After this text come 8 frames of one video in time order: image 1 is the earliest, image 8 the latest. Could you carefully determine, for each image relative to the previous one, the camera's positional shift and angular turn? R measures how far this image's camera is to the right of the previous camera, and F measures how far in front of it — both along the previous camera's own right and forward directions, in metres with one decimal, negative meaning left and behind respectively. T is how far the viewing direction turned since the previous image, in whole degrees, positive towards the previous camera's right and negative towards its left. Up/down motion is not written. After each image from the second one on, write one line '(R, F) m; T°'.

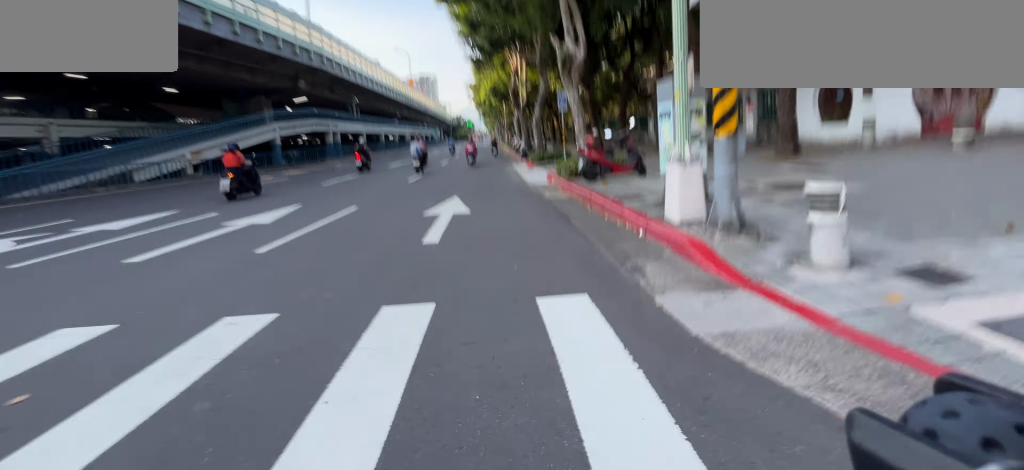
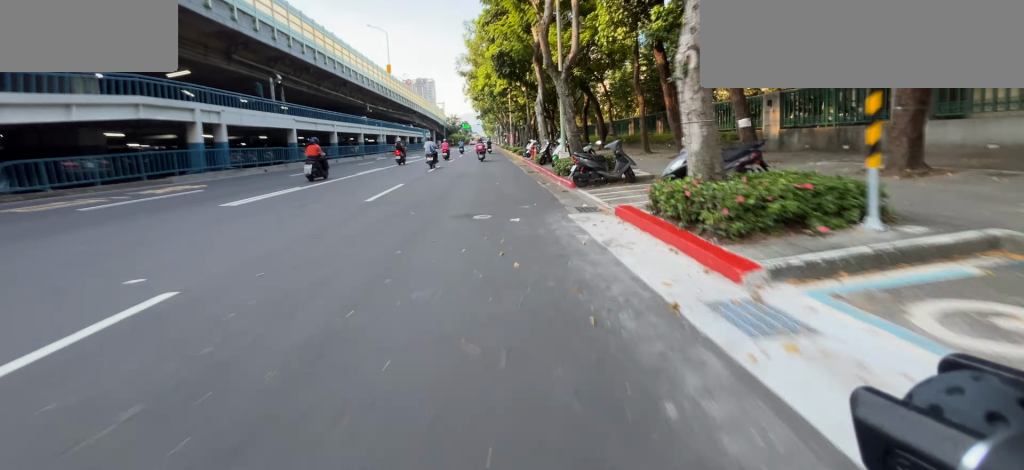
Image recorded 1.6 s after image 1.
(-1.1, +17.0) m; -7°
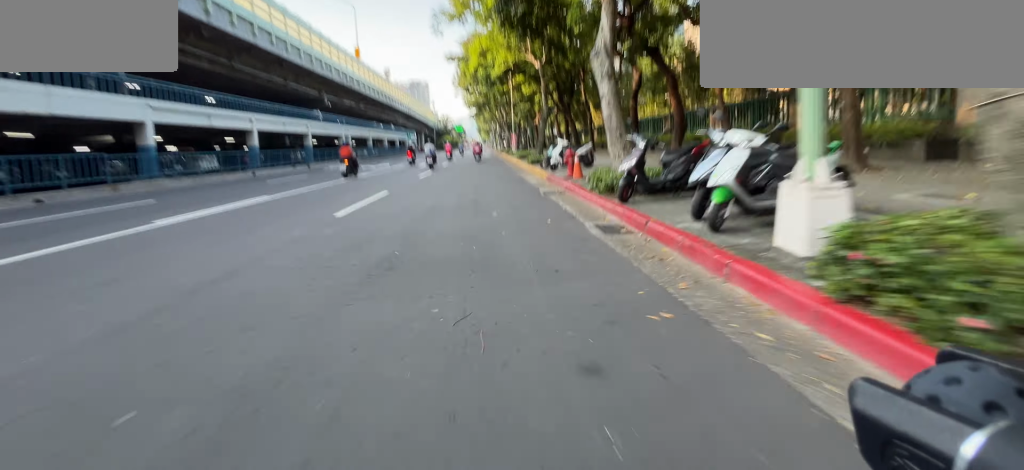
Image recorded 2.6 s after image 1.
(-0.4, +13.7) m; -2°
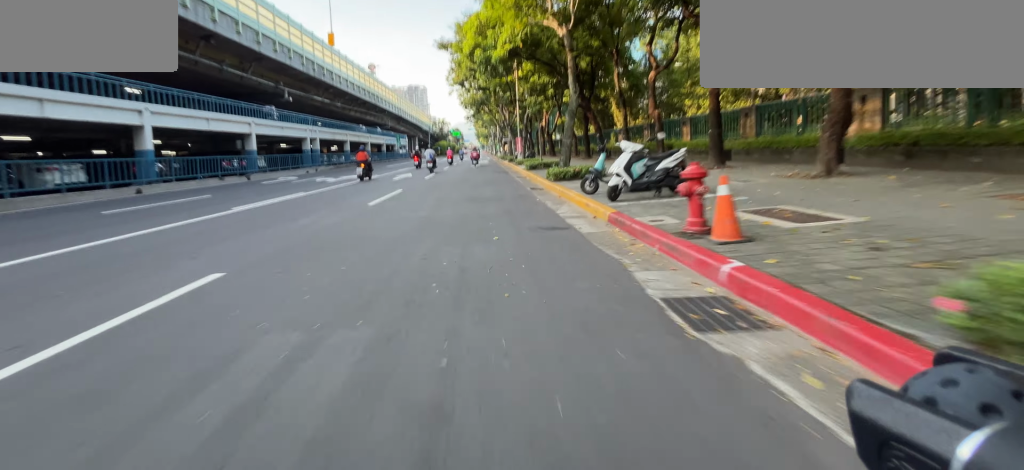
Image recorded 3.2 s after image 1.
(0.0, +9.0) m; 0°
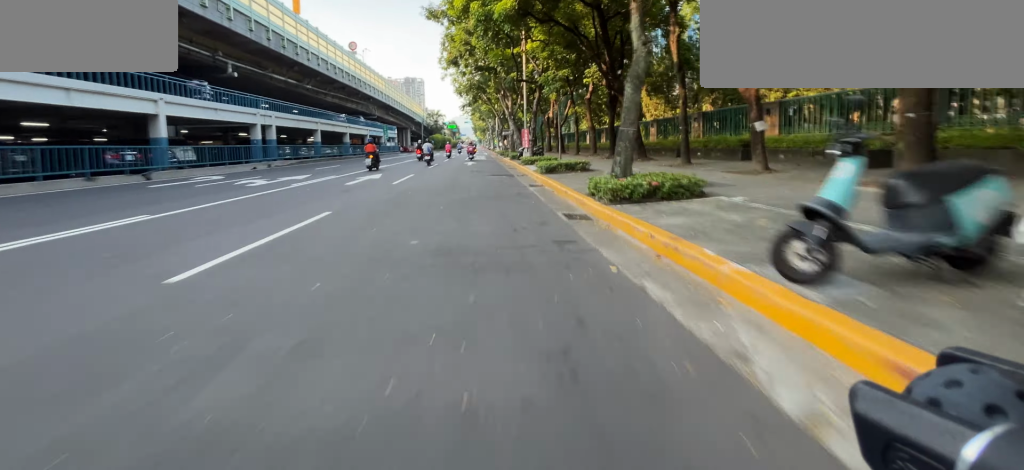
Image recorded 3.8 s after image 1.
(0.0, +7.9) m; 0°
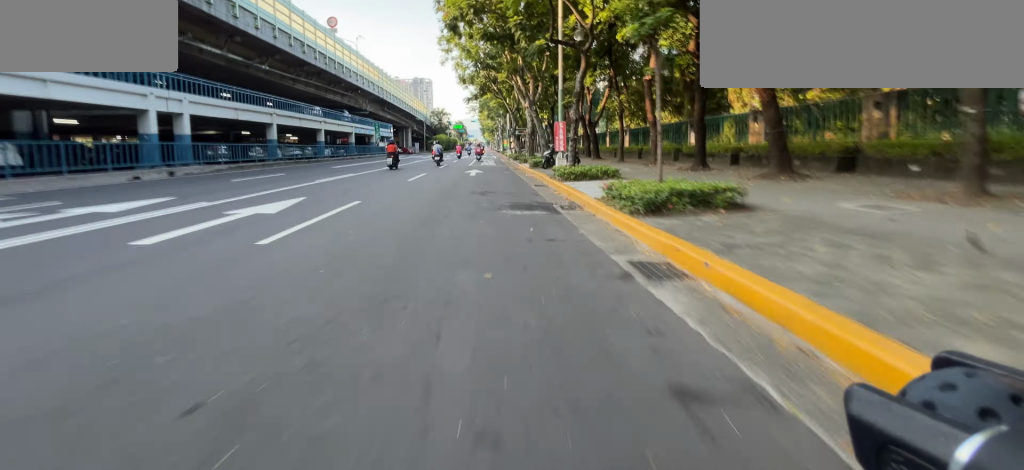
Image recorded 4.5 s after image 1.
(0.0, +10.6) m; 0°
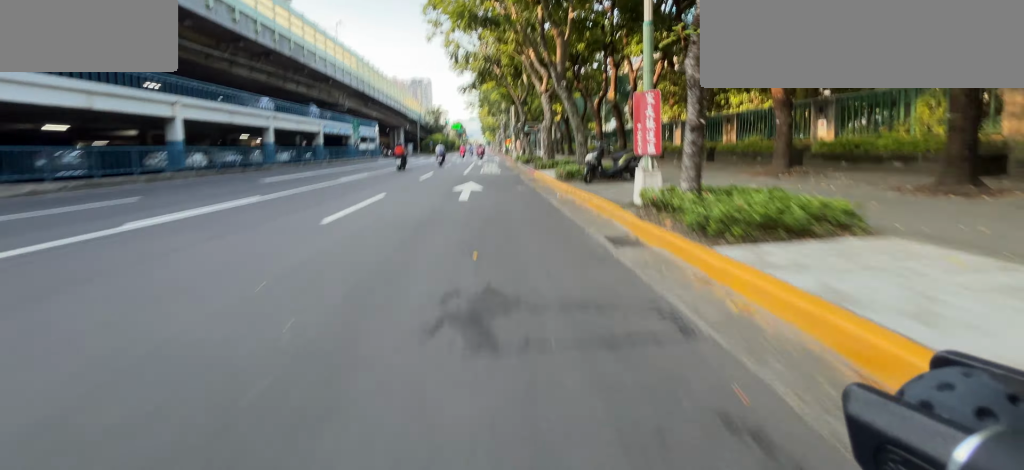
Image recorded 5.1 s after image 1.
(0.0, +9.6) m; 0°
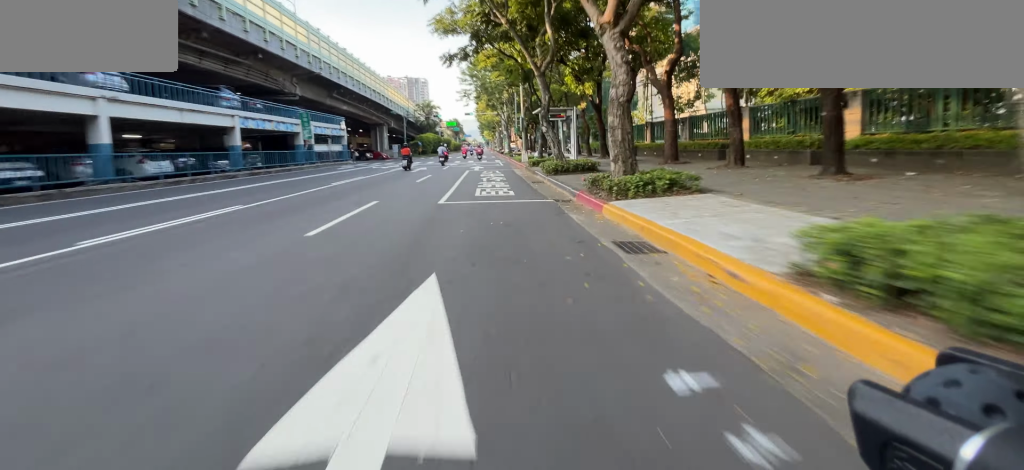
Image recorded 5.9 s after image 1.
(-0.1, +12.5) m; +2°
